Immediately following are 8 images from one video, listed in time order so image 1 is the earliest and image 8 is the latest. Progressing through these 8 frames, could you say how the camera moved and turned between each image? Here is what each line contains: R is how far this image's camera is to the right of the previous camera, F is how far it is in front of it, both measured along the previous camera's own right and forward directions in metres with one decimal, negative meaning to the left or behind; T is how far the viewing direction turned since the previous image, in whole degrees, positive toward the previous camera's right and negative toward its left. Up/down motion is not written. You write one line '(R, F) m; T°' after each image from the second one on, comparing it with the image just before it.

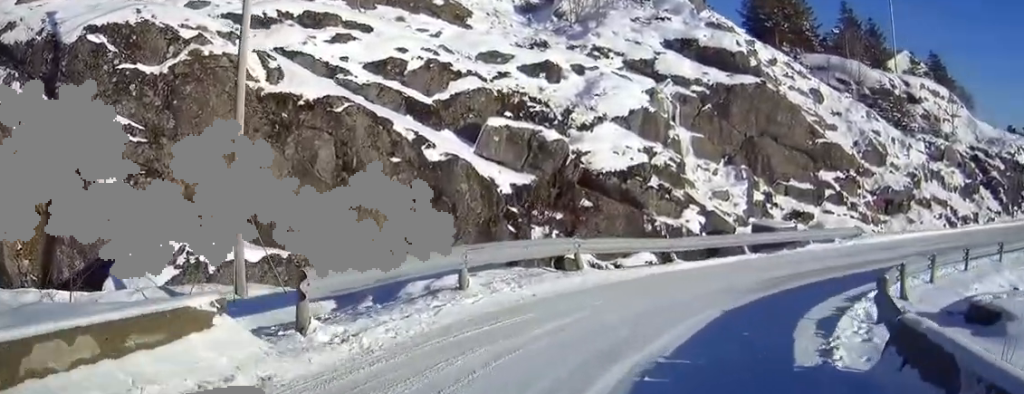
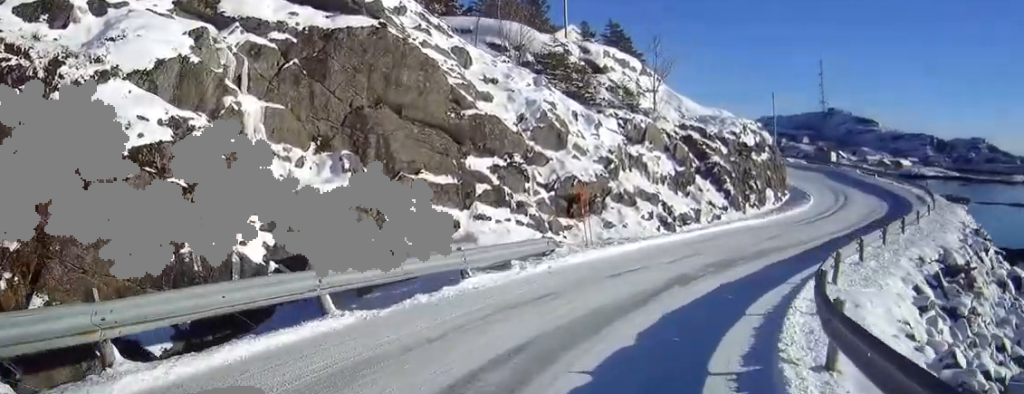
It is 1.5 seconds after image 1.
(+2.4, +11.7) m; +23°
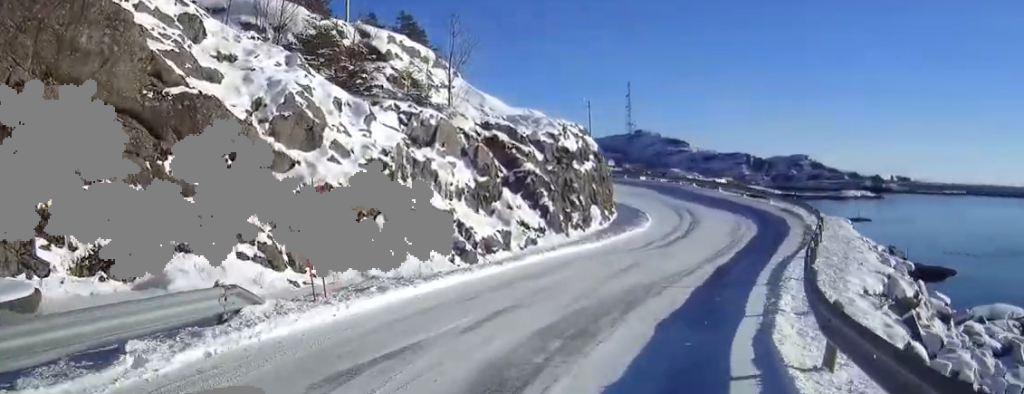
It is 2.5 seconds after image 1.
(+0.9, +8.4) m; +10°
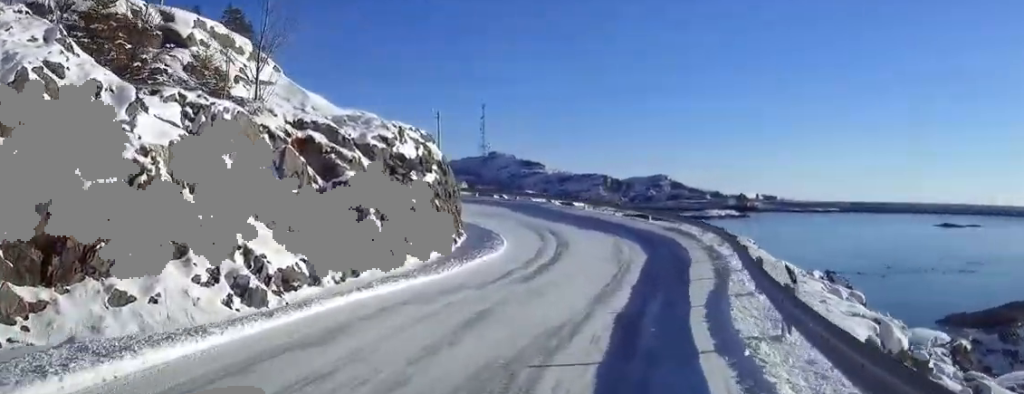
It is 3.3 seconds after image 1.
(+0.1, +6.4) m; +10°
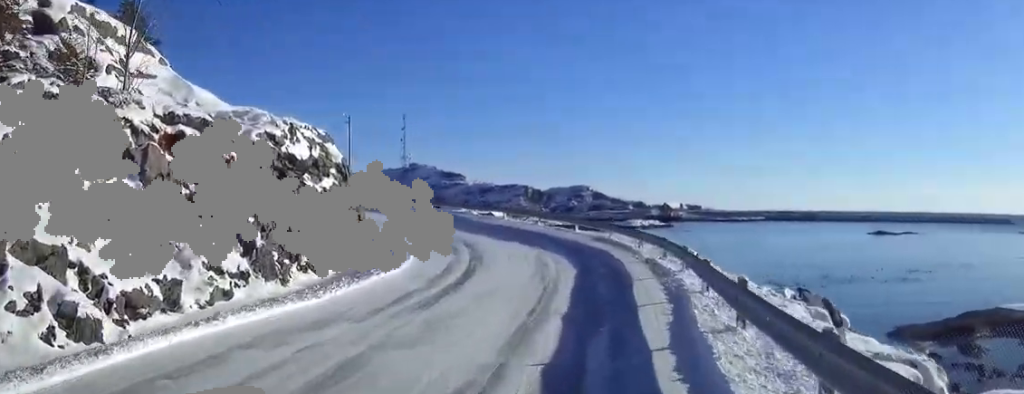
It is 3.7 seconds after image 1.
(+0.5, +3.8) m; +6°
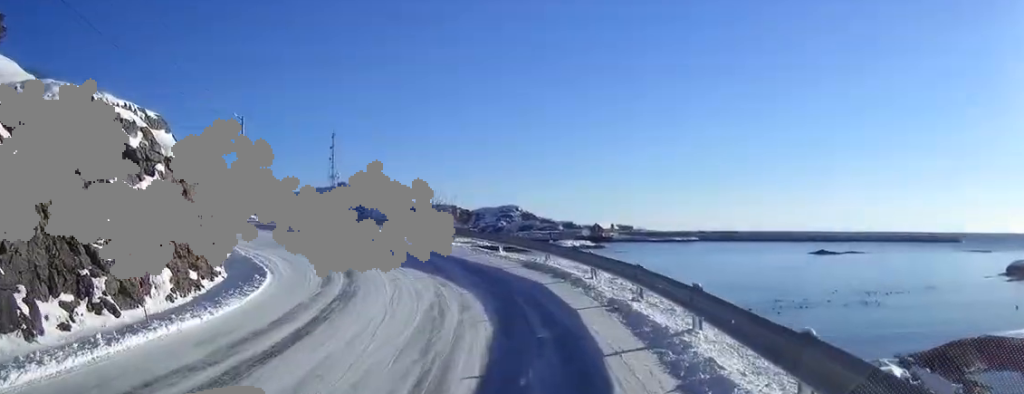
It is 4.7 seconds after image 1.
(+1.2, +8.6) m; +10°
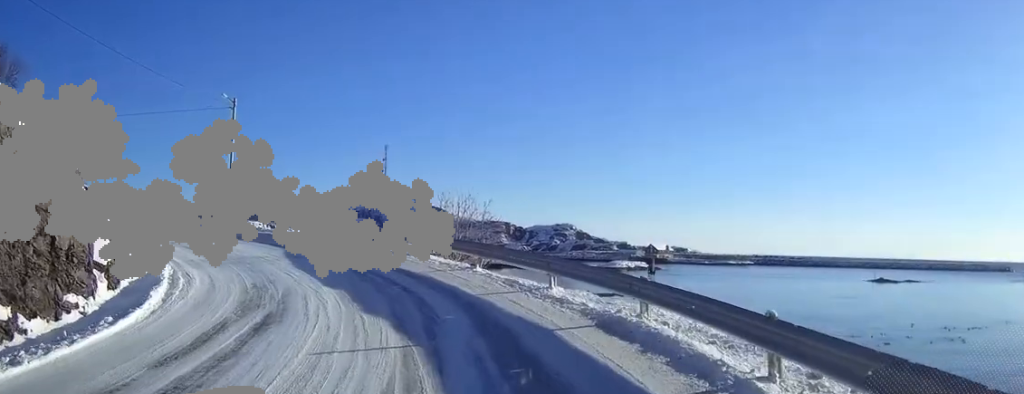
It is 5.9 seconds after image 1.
(+0.3, +11.1) m; 0°
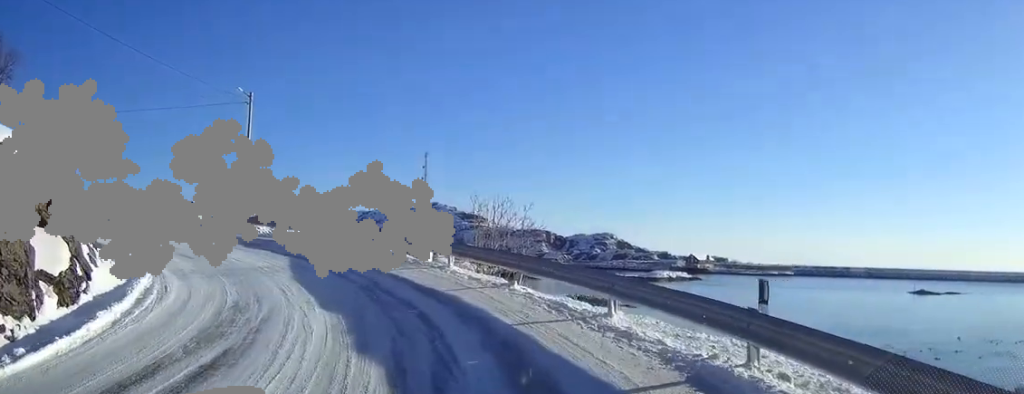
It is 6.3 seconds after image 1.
(0.0, +3.9) m; -1°
